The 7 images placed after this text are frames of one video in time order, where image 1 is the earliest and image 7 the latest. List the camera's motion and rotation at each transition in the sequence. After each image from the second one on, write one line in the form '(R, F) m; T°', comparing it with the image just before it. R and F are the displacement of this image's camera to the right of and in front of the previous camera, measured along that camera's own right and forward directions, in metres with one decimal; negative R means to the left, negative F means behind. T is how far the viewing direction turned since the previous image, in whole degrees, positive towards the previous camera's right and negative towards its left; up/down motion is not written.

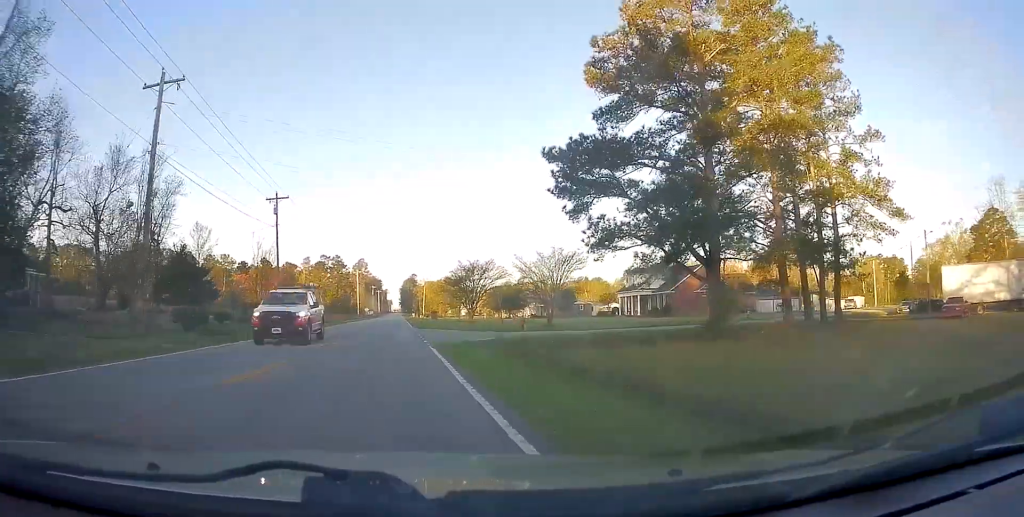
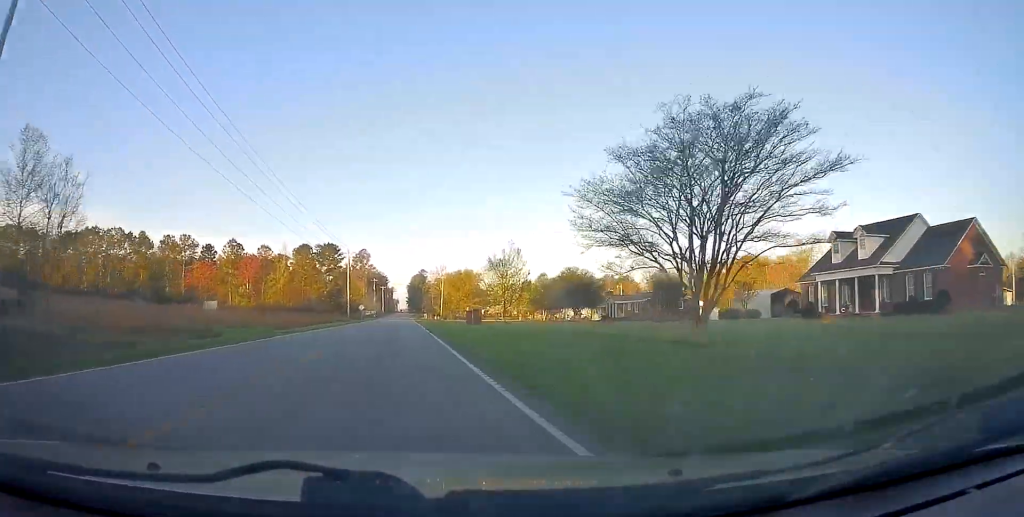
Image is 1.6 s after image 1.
(-0.2, +44.7) m; -1°
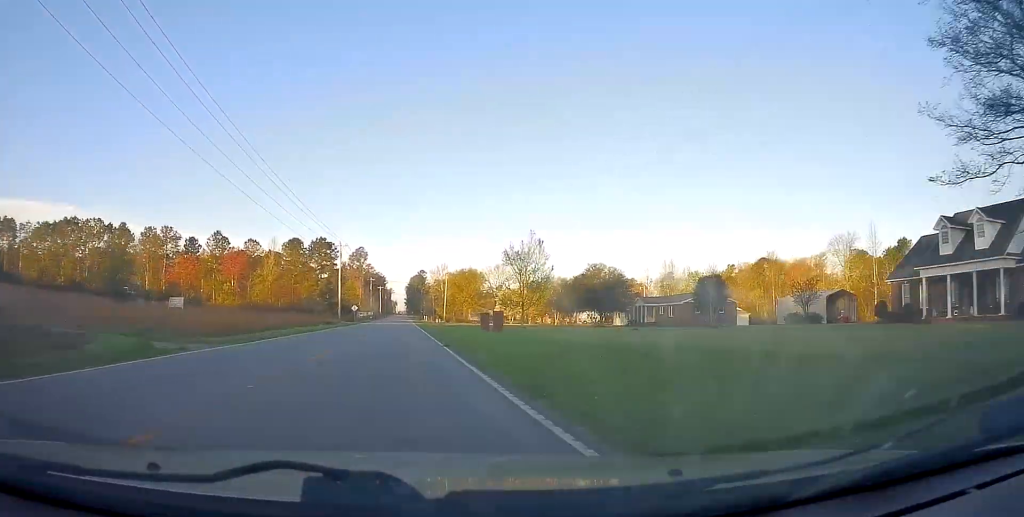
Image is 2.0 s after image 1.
(-0.2, +12.4) m; 0°
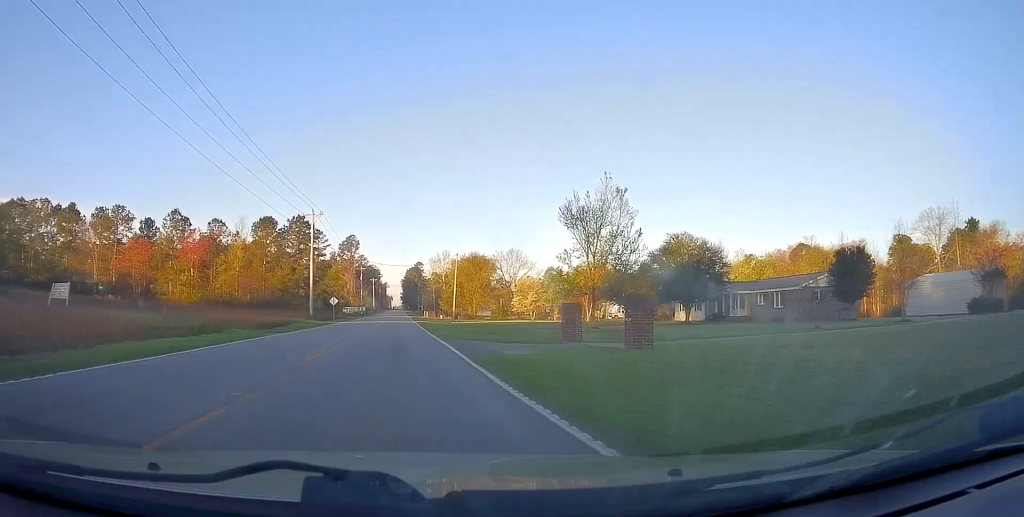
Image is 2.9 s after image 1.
(+0.1, +24.7) m; 0°
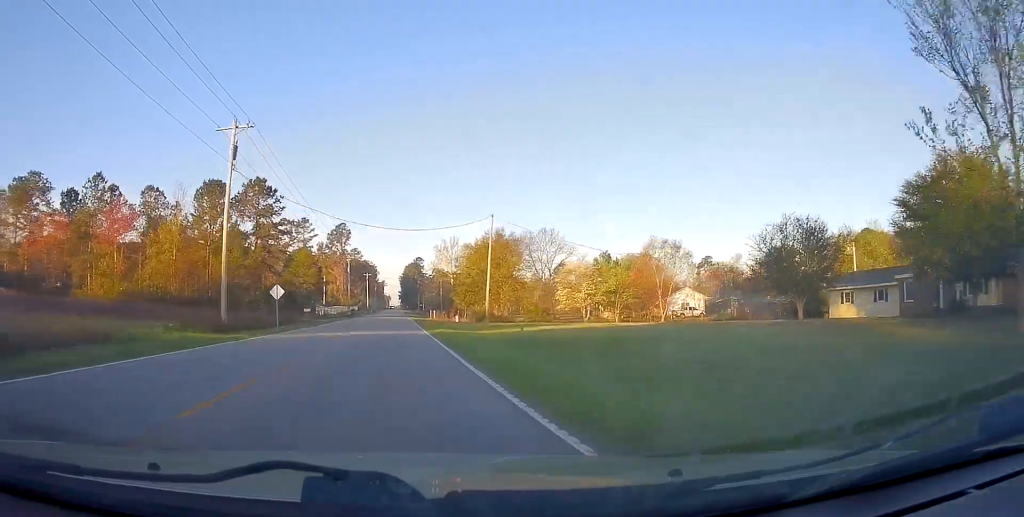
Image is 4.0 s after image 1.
(0.0, +31.3) m; 0°
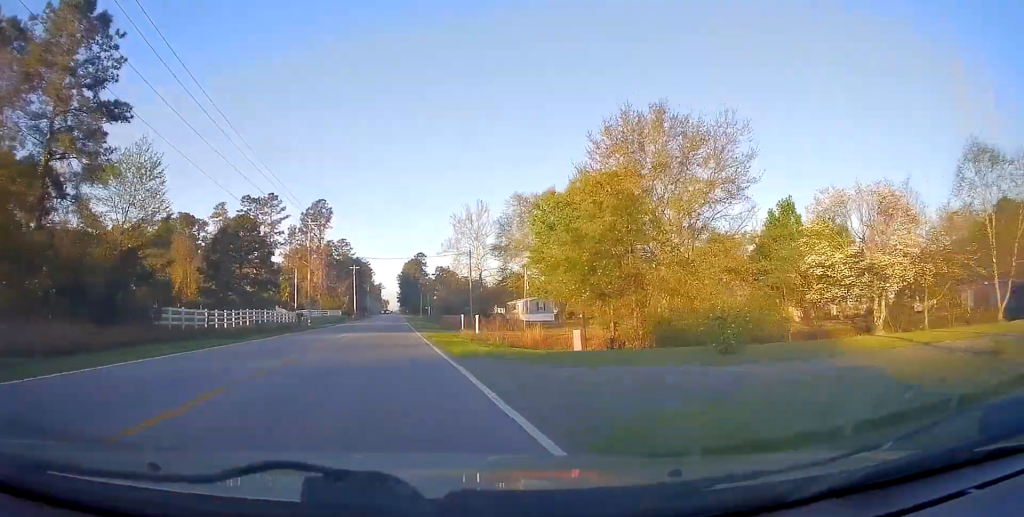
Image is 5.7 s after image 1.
(+0.2, +50.5) m; +1°
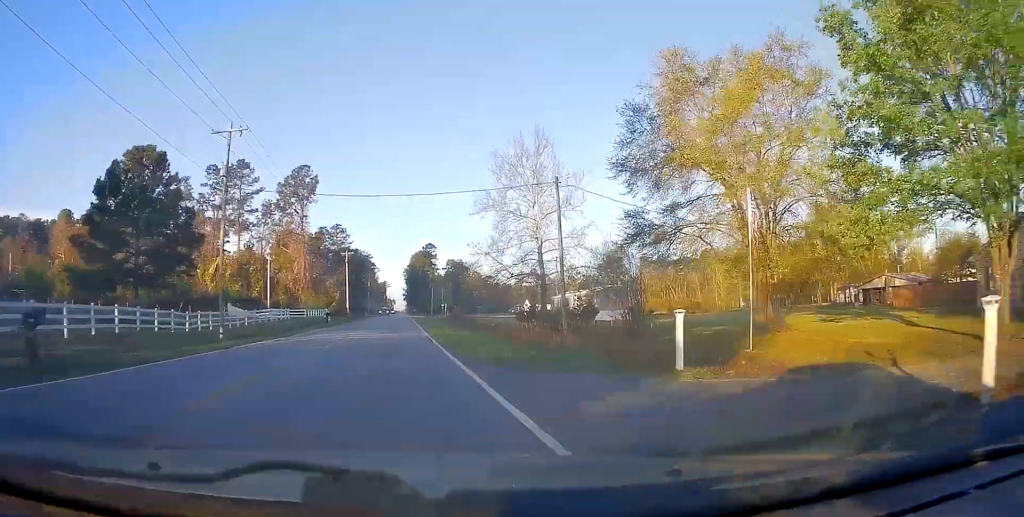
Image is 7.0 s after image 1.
(+0.1, +35.5) m; 0°
